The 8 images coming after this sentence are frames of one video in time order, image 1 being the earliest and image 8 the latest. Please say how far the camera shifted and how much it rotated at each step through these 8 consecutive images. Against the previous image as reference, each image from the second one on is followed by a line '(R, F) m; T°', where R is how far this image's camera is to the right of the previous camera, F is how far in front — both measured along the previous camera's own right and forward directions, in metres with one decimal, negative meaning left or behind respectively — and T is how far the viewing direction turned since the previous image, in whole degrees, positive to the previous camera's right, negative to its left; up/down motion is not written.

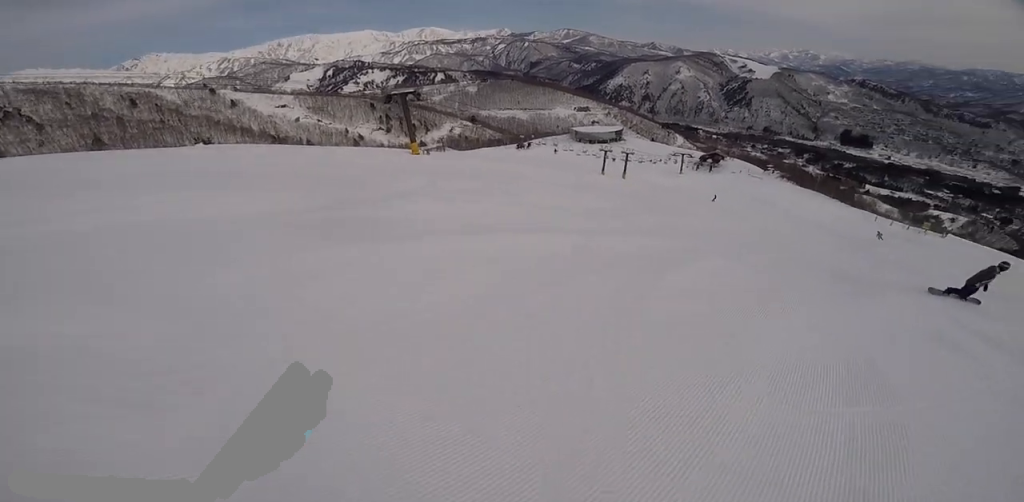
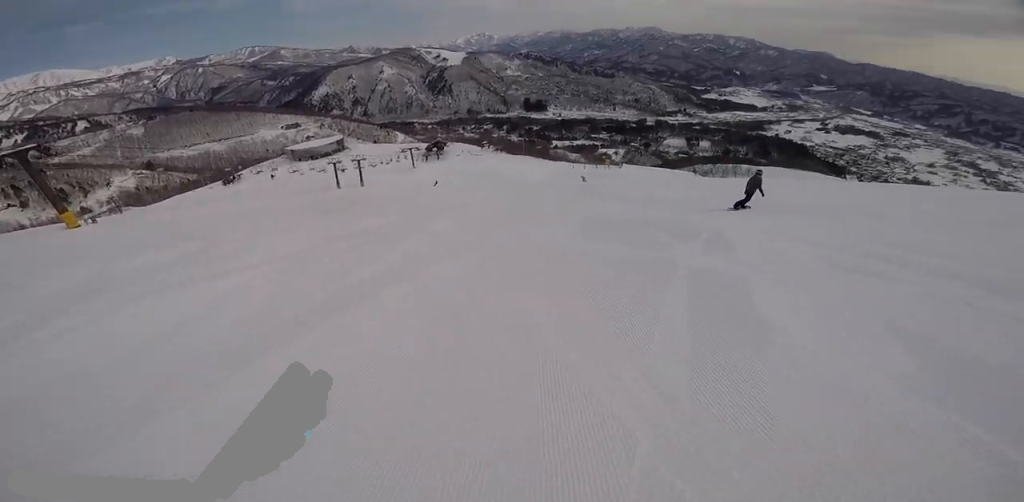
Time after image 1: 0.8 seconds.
(0.0, +3.7) m; +31°
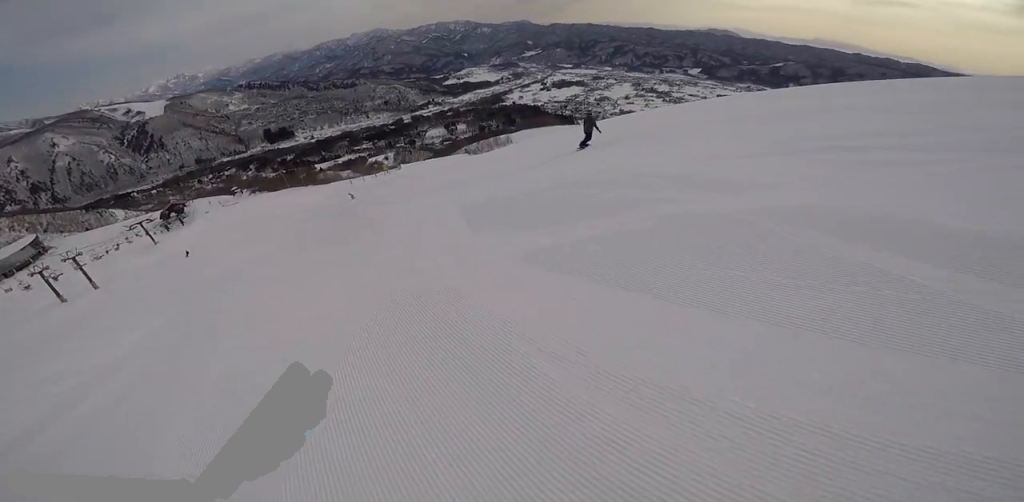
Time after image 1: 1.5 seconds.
(+1.6, +2.7) m; +24°
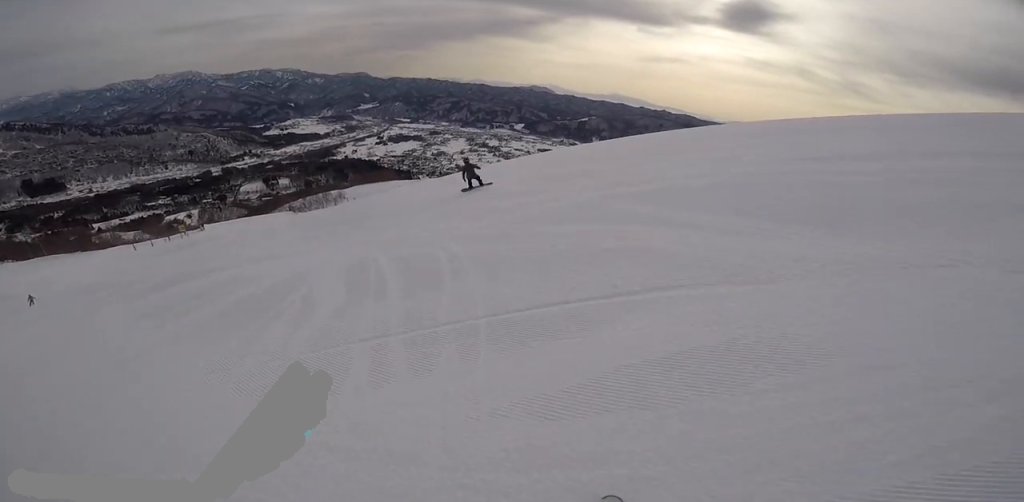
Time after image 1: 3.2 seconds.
(+1.9, +8.2) m; +21°
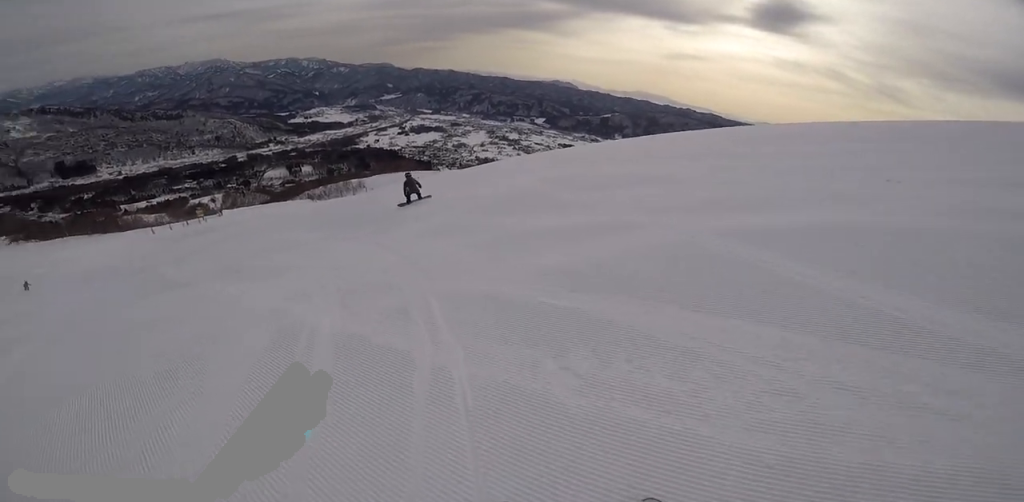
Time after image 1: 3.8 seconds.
(-0.4, +3.0) m; +12°
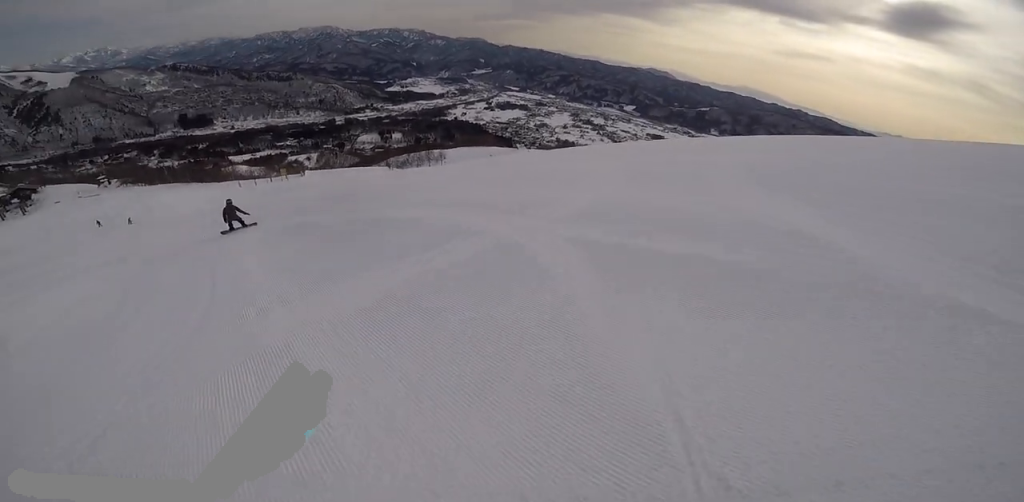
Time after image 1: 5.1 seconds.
(+0.6, +4.9) m; -29°
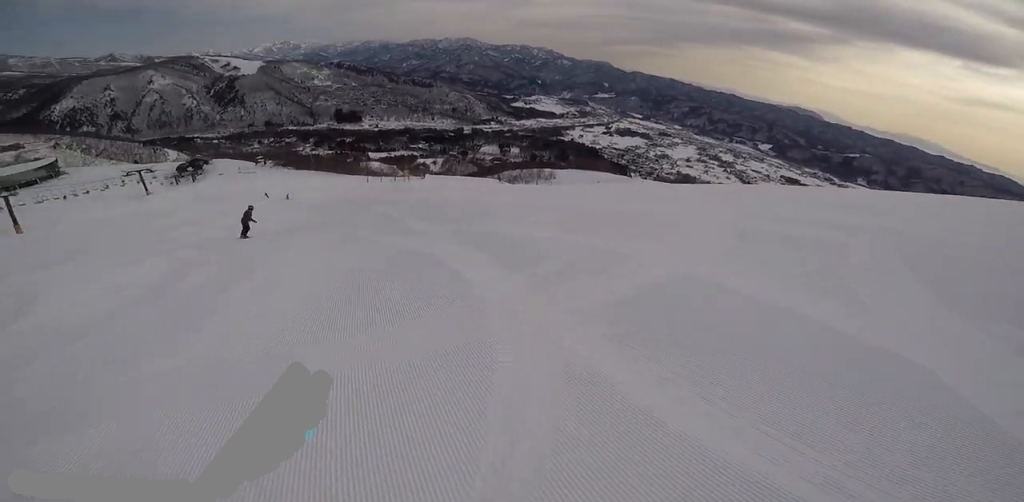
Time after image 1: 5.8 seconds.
(-1.2, +3.0) m; -30°
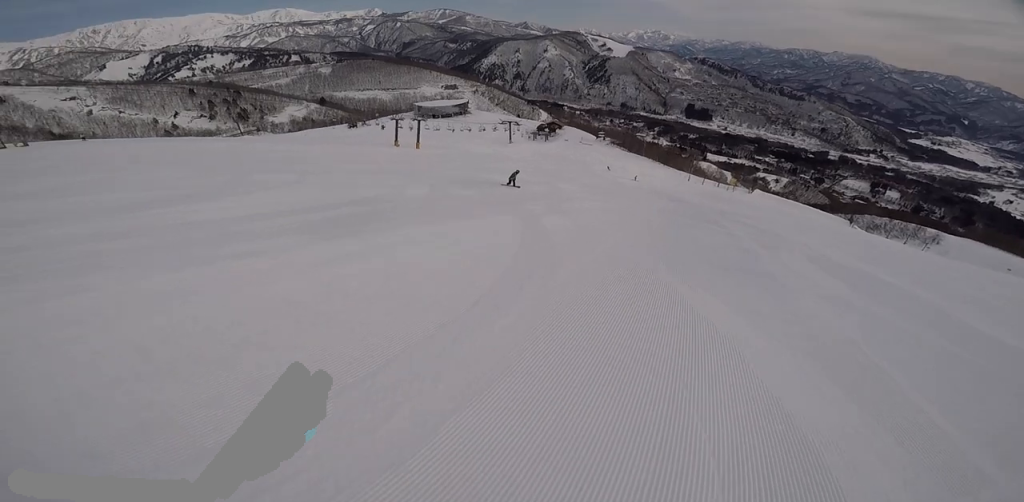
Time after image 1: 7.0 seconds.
(-1.4, +5.3) m; -35°
